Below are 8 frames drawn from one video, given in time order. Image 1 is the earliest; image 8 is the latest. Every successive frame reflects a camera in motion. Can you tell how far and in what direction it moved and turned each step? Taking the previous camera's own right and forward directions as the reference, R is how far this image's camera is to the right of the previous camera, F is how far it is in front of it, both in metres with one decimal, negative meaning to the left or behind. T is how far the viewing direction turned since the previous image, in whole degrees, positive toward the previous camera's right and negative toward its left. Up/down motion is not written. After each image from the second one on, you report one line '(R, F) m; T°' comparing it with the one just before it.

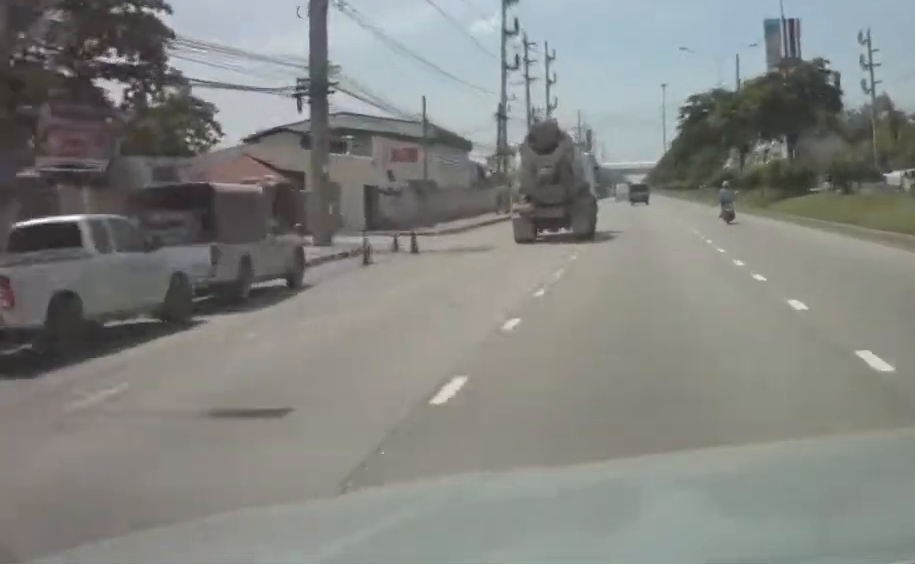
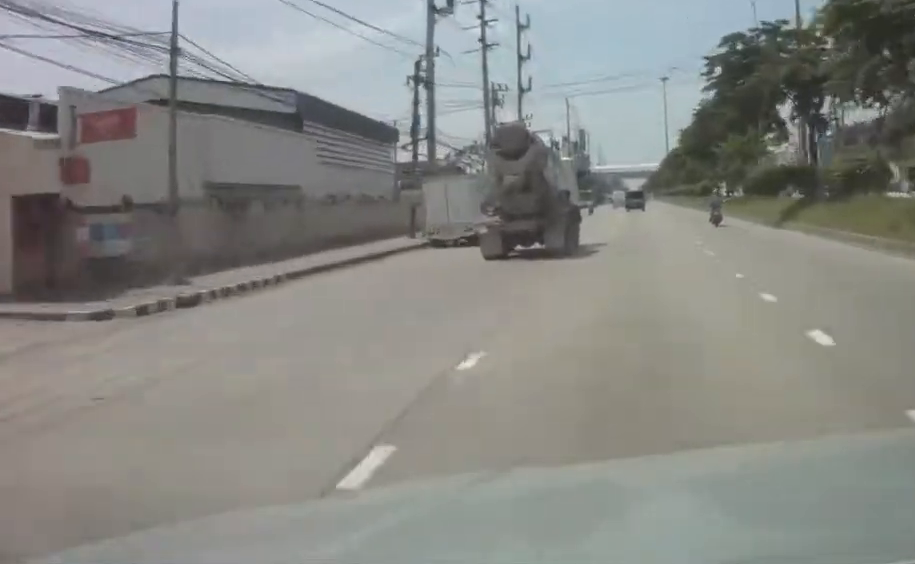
(-0.1, +29.5) m; 0°
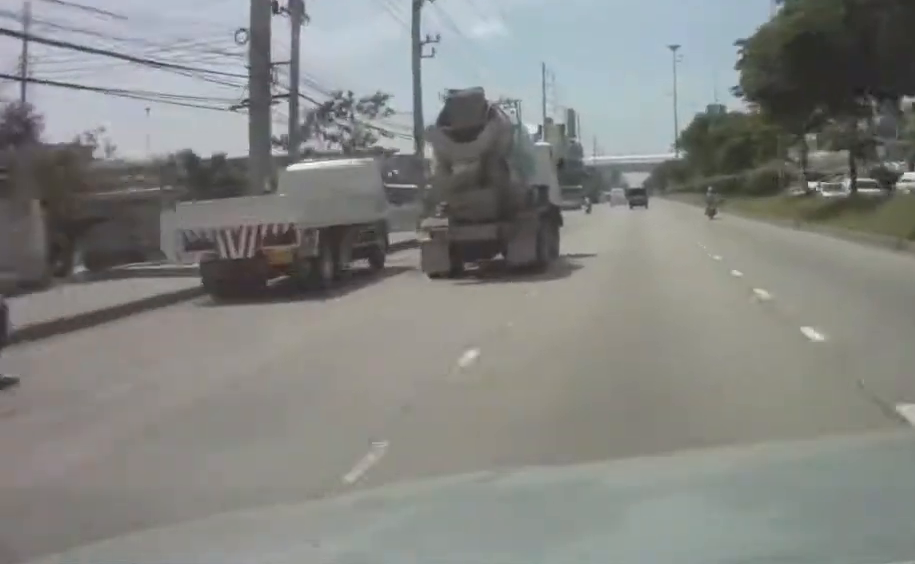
(-0.2, +48.1) m; 0°
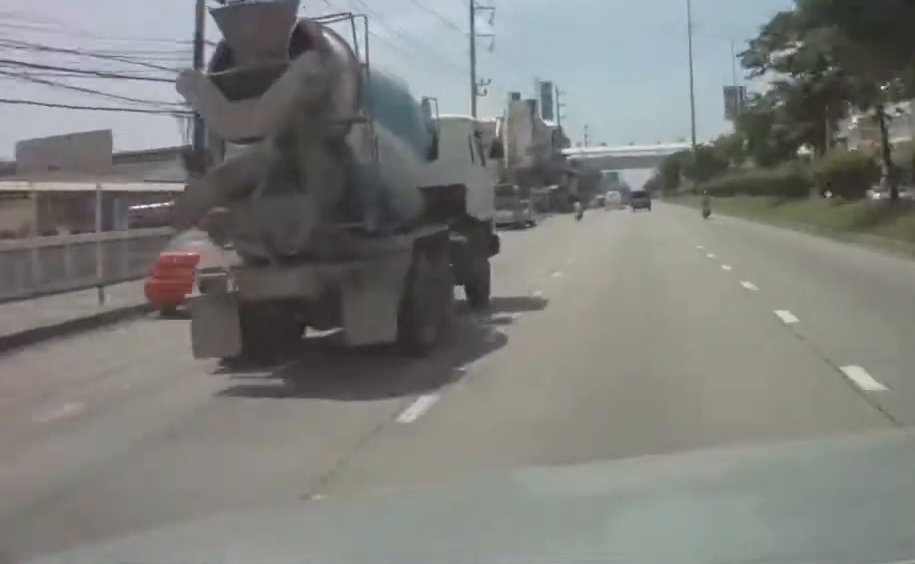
(0.0, +53.5) m; 0°
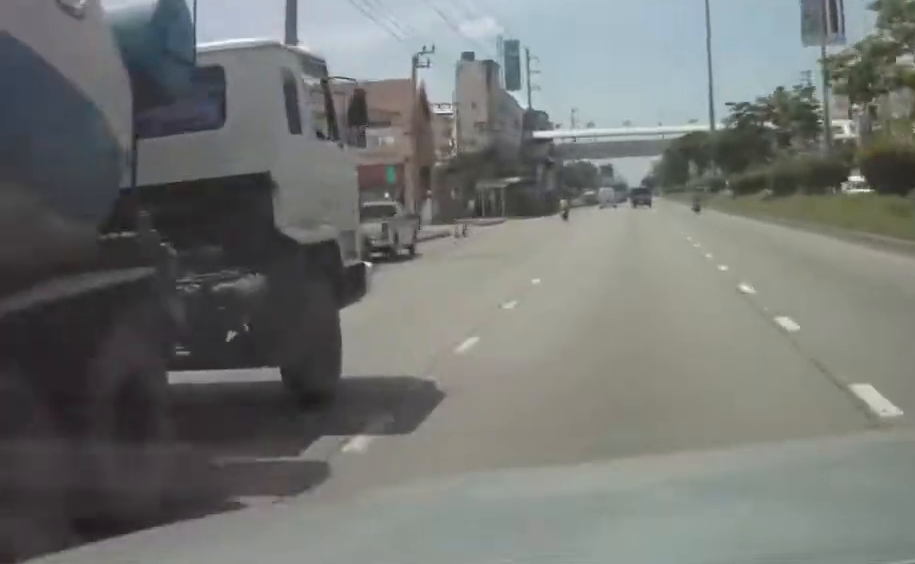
(0.0, +36.4) m; 0°
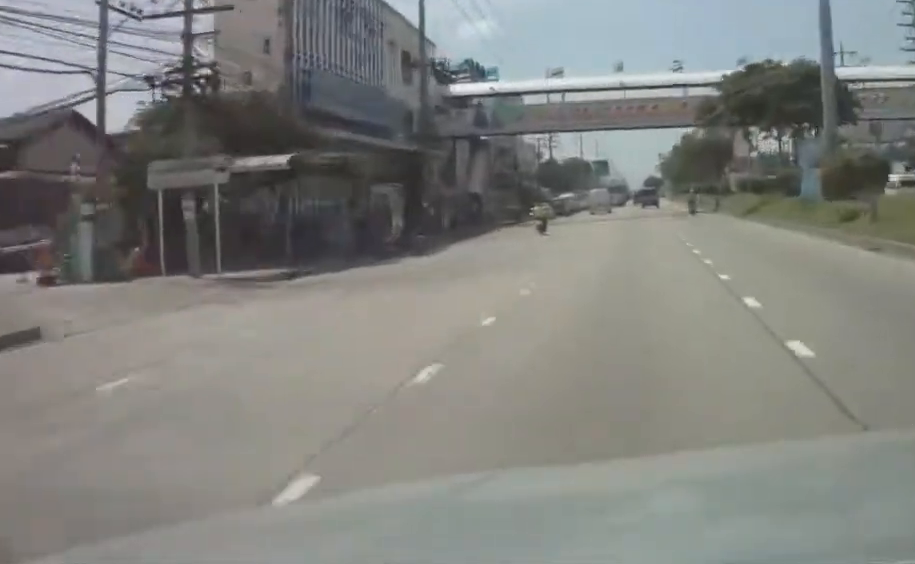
(-0.1, +56.6) m; 0°
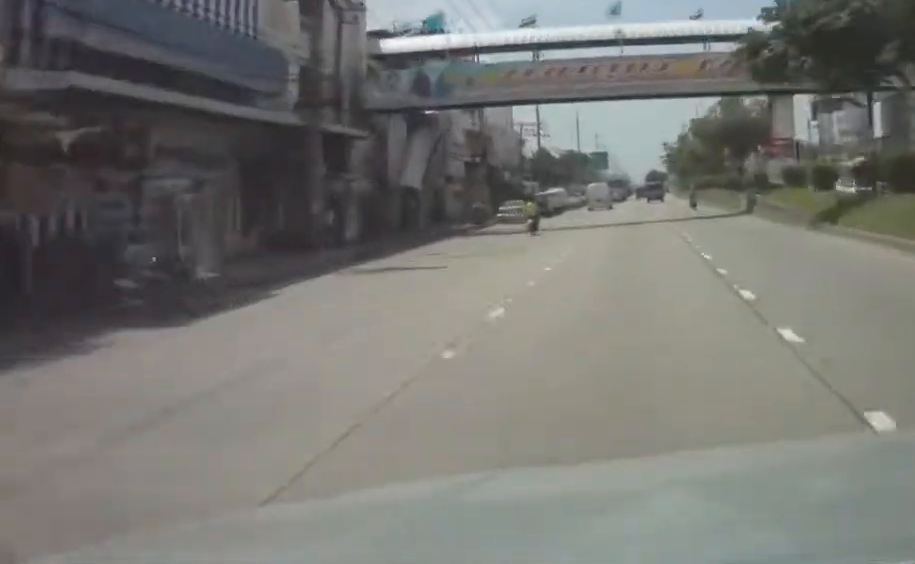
(-0.1, +19.4) m; 0°
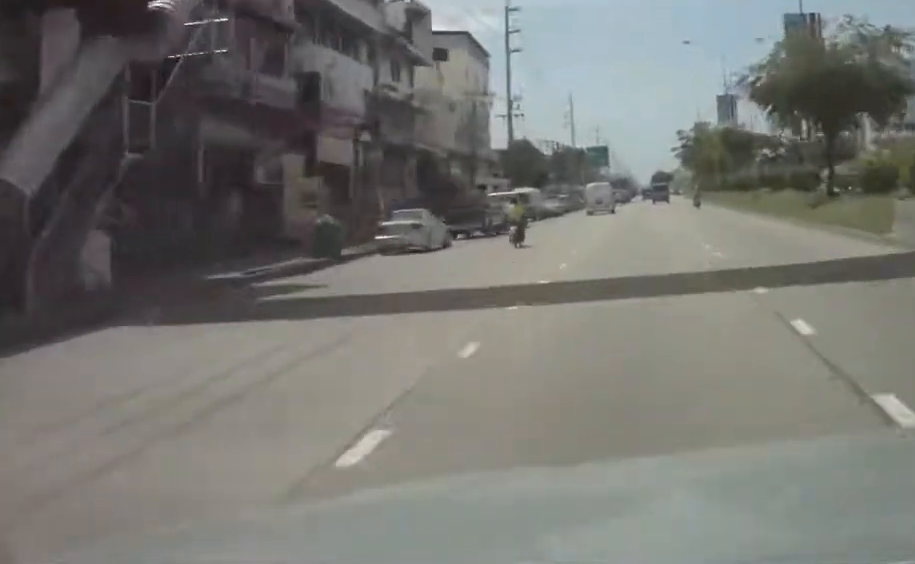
(0.0, +31.3) m; 0°
